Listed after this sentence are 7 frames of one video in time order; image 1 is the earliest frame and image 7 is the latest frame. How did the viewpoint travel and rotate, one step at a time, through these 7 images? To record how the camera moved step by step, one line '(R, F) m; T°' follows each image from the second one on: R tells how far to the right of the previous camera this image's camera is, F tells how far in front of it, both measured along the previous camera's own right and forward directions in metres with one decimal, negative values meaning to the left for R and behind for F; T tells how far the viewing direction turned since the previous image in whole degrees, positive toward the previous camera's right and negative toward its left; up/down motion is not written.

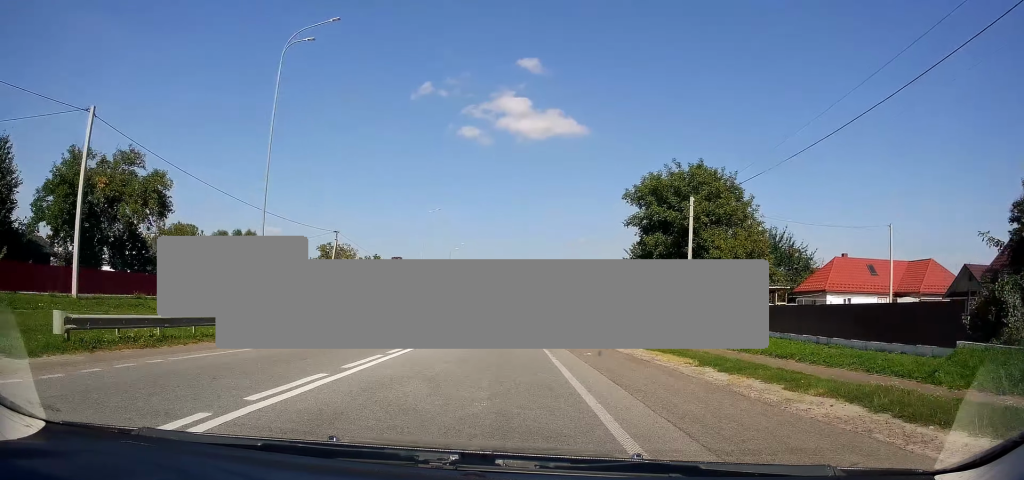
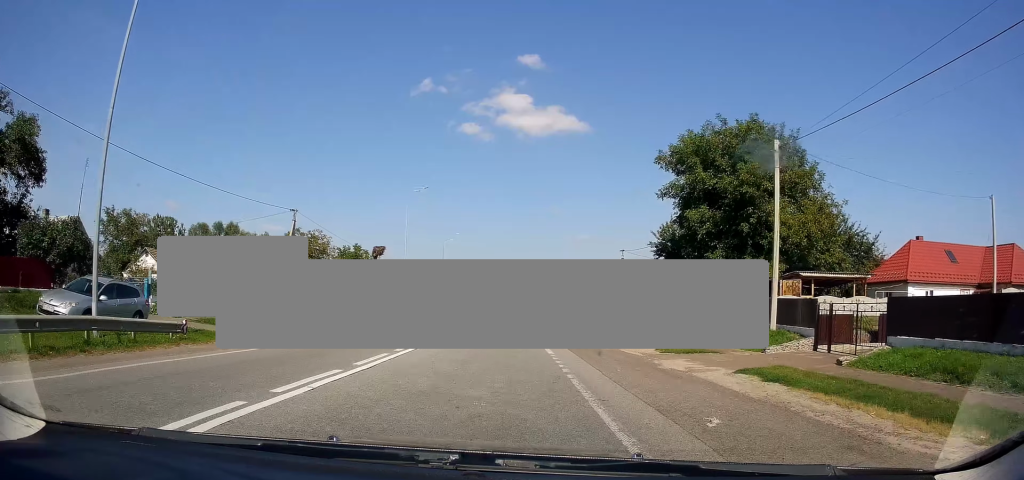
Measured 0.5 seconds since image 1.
(+0.3, +10.8) m; 0°
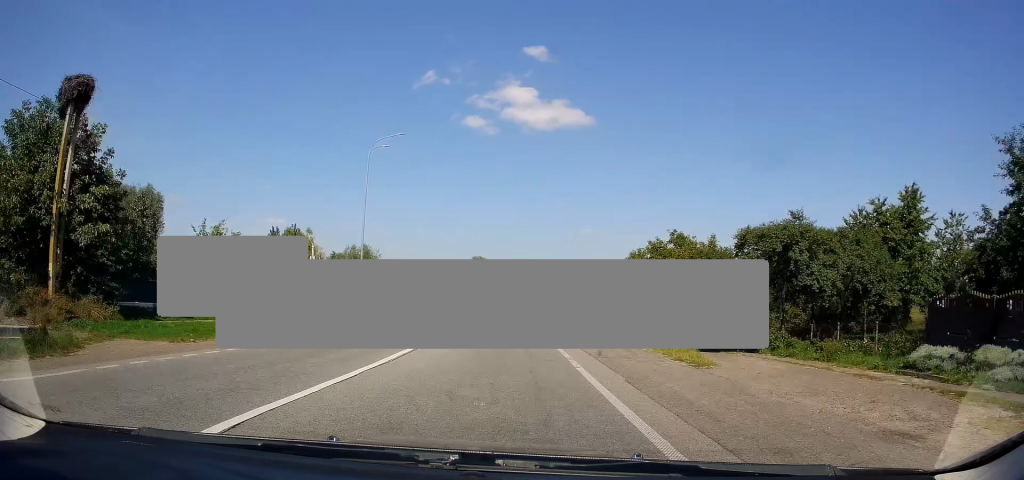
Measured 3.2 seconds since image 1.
(0.0, +53.6) m; 0°
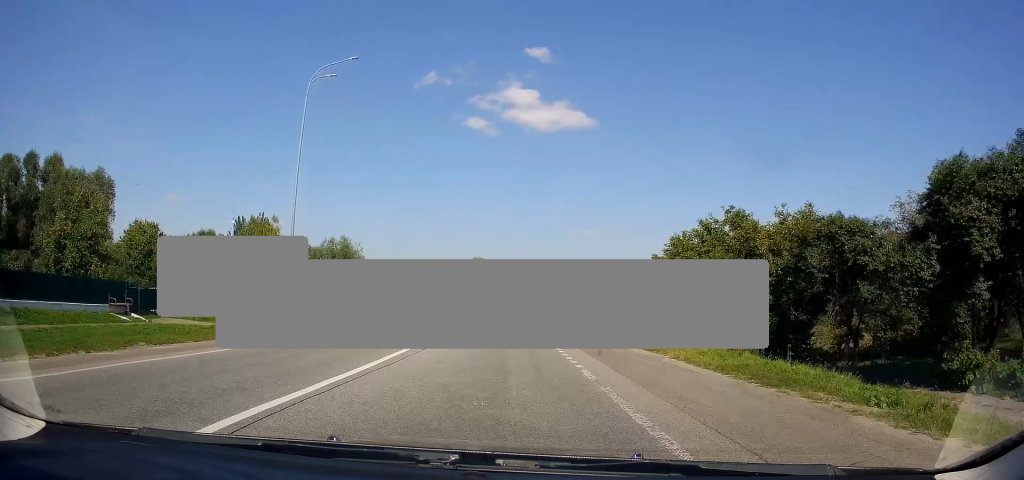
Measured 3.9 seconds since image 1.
(-0.3, +14.4) m; 0°
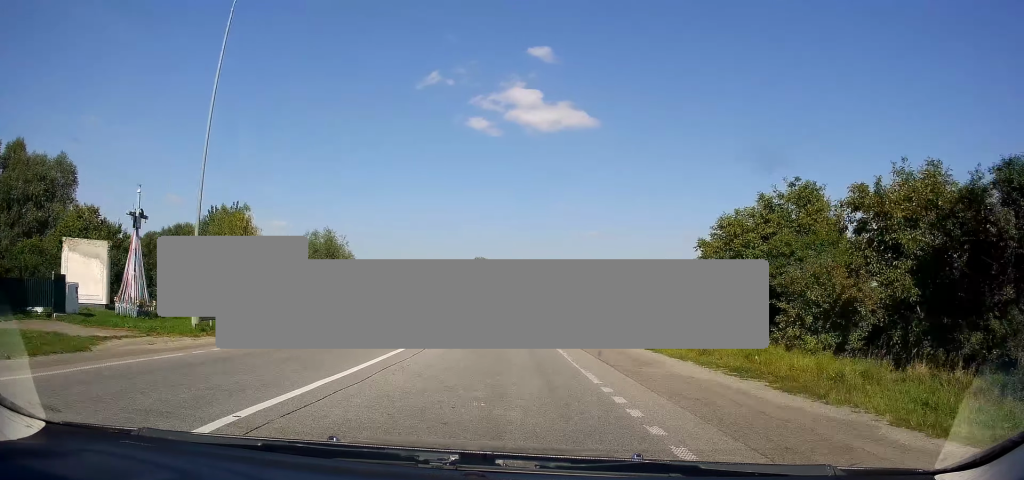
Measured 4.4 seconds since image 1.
(+0.1, +9.4) m; 0°
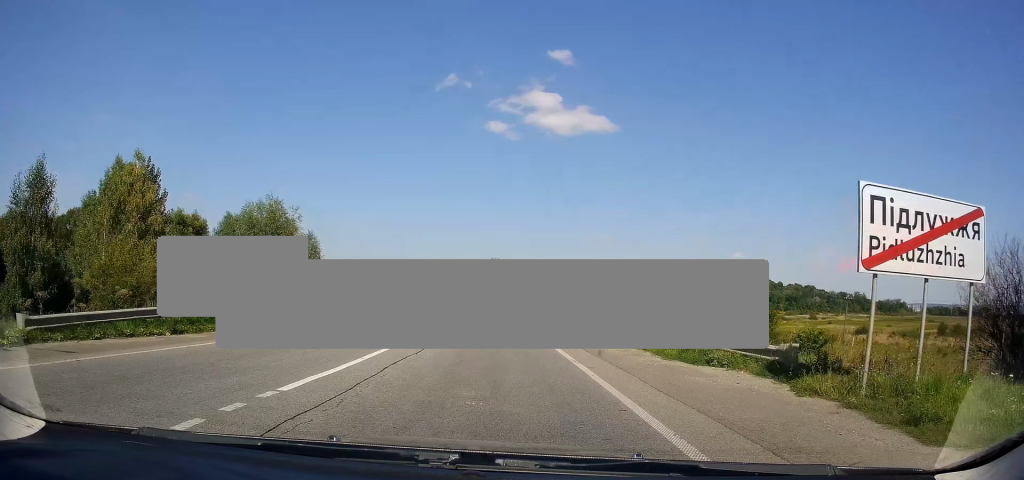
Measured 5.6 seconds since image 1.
(+0.2, +25.1) m; 0°
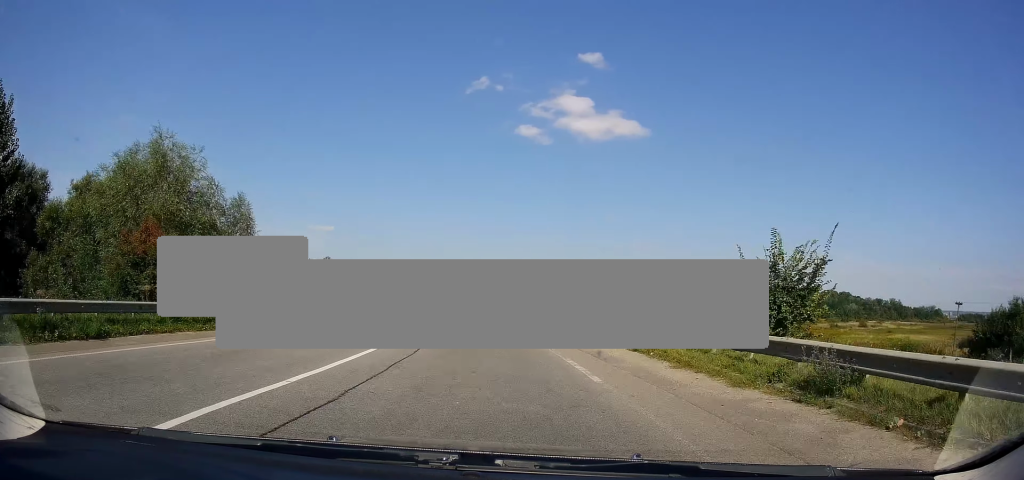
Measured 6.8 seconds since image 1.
(0.0, +25.2) m; -3°
